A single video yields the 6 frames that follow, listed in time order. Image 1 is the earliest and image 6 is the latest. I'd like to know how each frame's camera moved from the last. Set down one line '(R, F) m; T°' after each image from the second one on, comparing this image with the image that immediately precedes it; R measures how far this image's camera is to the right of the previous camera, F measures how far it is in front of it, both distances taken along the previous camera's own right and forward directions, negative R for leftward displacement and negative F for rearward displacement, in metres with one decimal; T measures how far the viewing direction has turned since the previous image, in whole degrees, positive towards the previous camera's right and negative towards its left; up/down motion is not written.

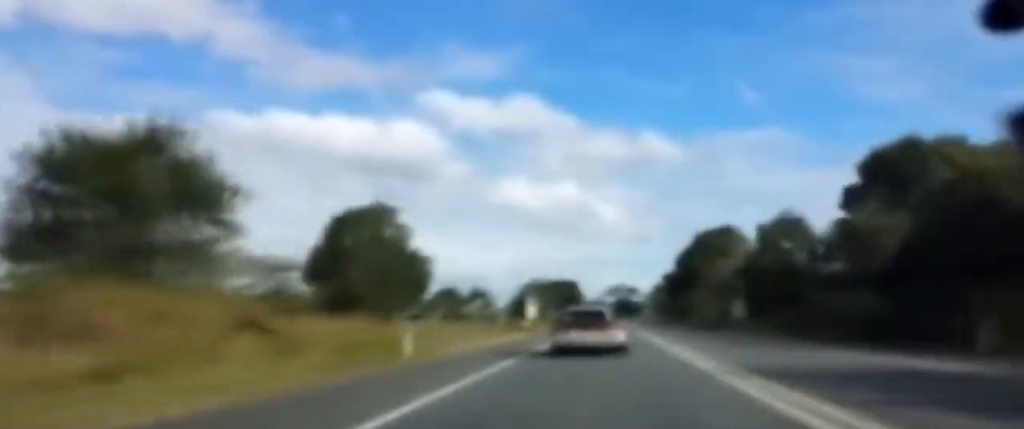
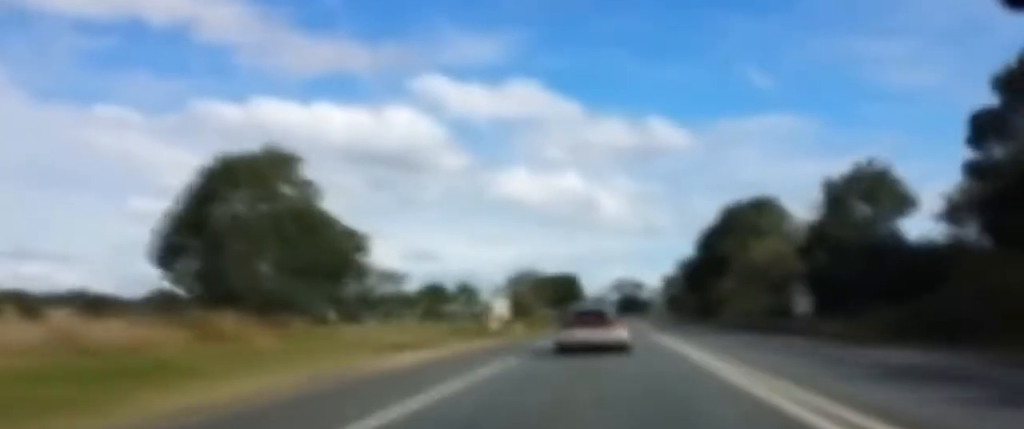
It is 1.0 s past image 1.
(-0.3, +21.3) m; -1°
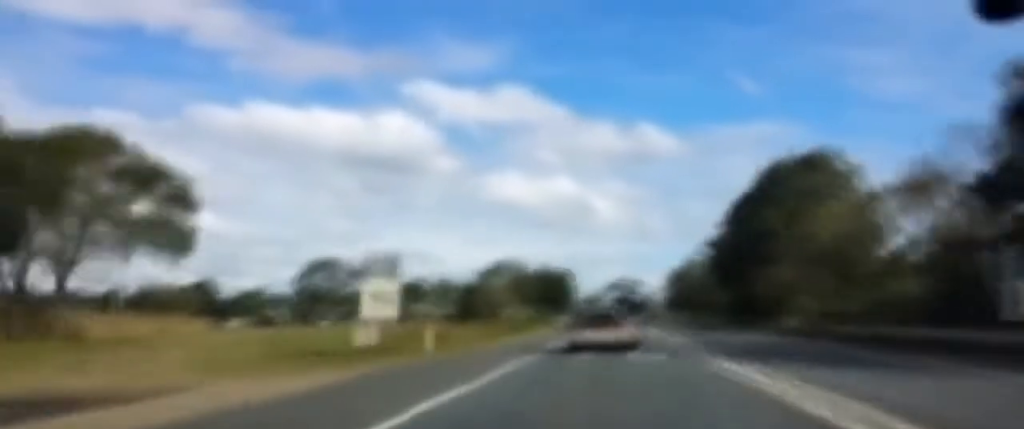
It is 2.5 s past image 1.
(+0.4, +32.2) m; +1°
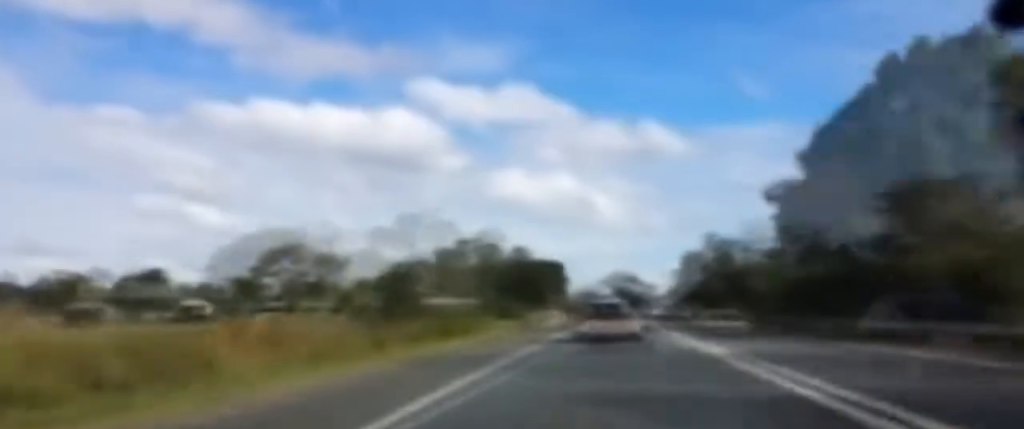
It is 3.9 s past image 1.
(+0.3, +36.3) m; 0°
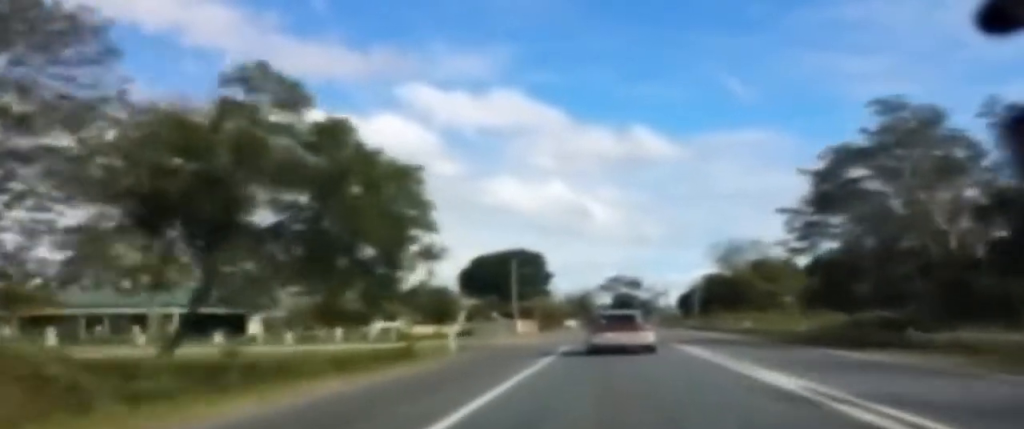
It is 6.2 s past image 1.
(-0.8, +49.2) m; -1°
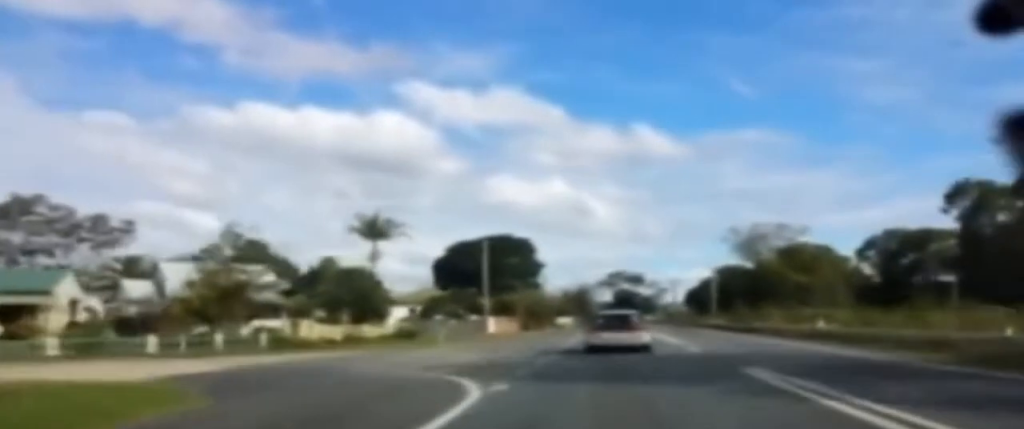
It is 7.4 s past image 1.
(+0.1, +23.1) m; 0°
